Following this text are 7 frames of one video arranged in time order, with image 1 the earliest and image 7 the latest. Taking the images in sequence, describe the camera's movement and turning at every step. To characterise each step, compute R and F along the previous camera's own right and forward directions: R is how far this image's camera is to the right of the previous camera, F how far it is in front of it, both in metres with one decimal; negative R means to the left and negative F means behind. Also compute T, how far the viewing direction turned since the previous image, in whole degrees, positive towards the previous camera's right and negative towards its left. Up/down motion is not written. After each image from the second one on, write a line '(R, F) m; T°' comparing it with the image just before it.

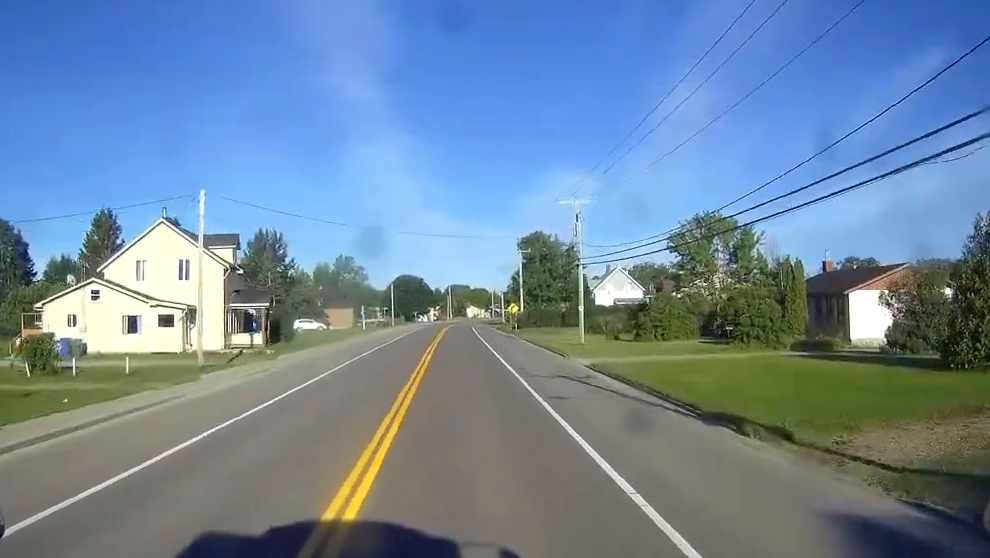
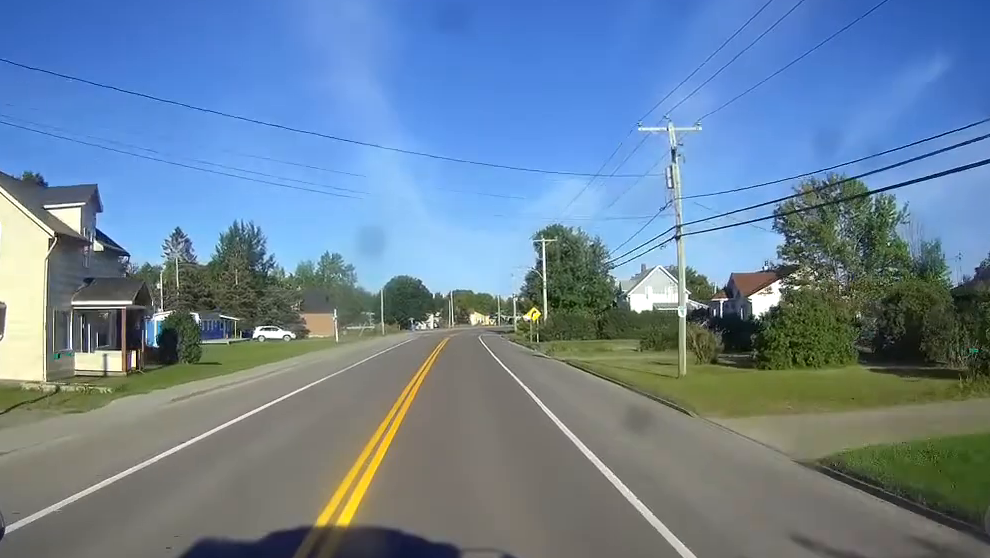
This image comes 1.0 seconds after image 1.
(0.0, +23.9) m; 0°
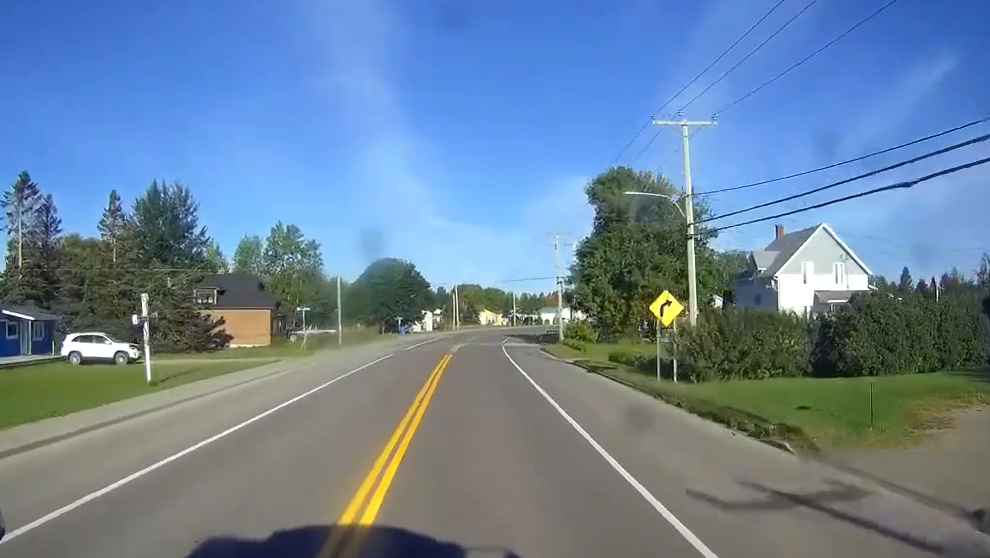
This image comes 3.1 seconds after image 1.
(-0.2, +46.9) m; 0°
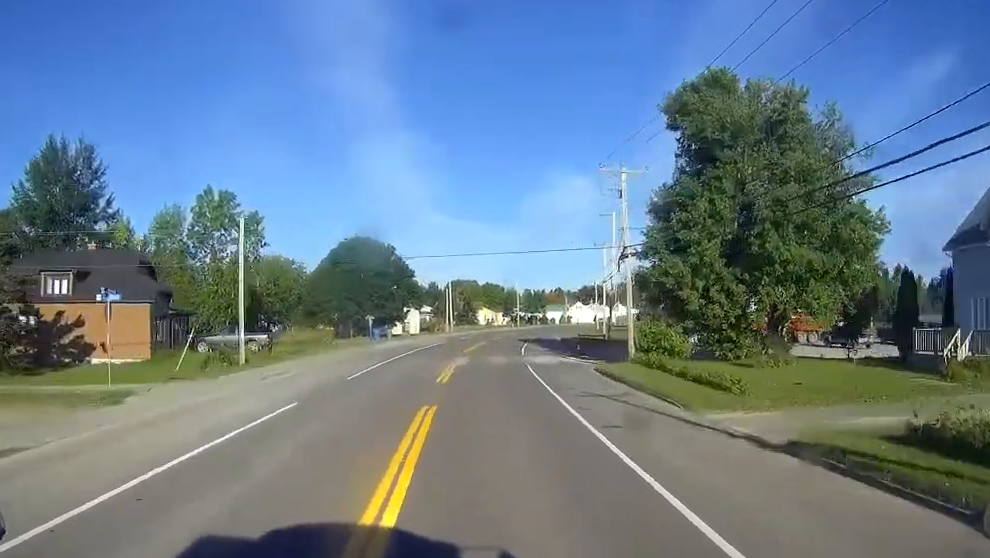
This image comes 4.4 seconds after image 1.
(+0.1, +30.8) m; +1°
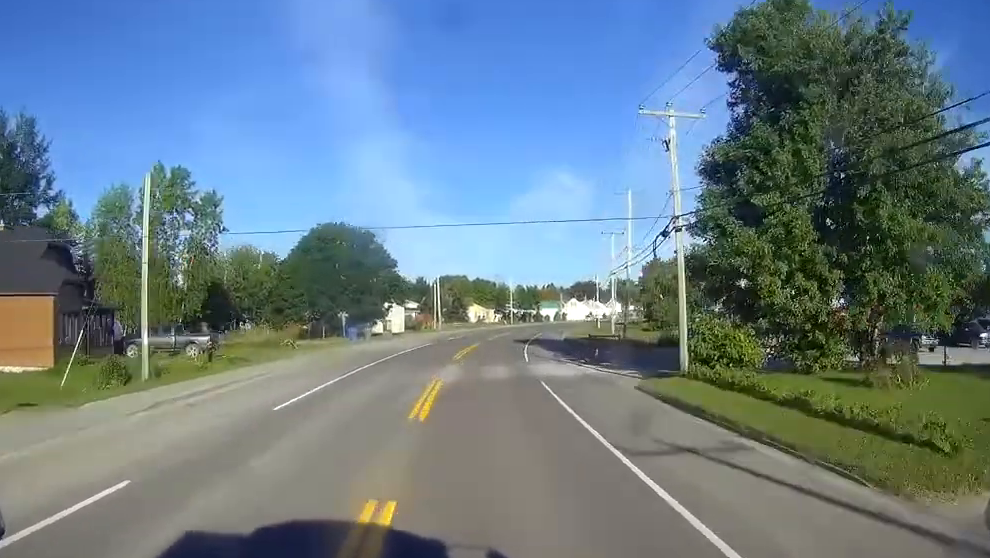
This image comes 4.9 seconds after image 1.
(0.0, +11.6) m; 0°
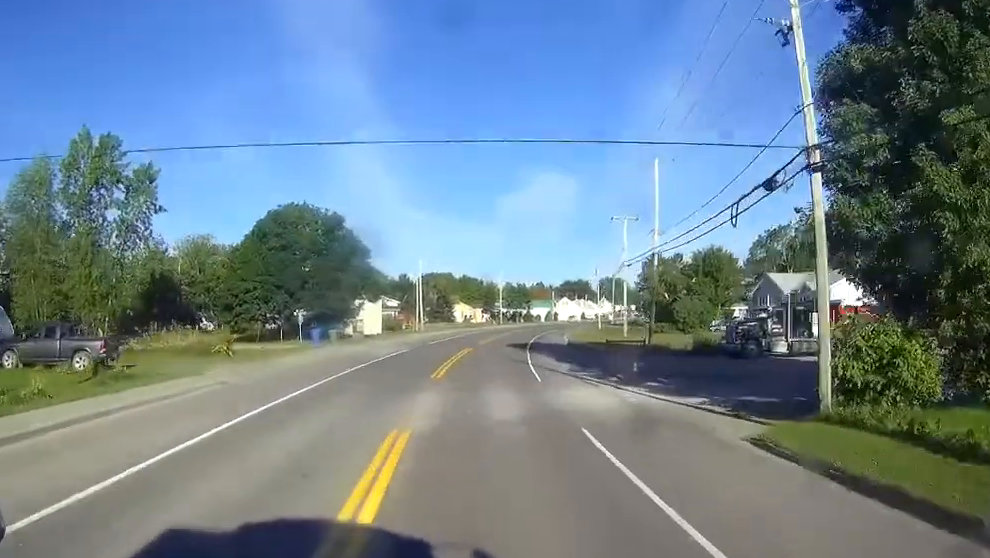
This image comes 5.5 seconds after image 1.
(0.0, +13.1) m; +1°
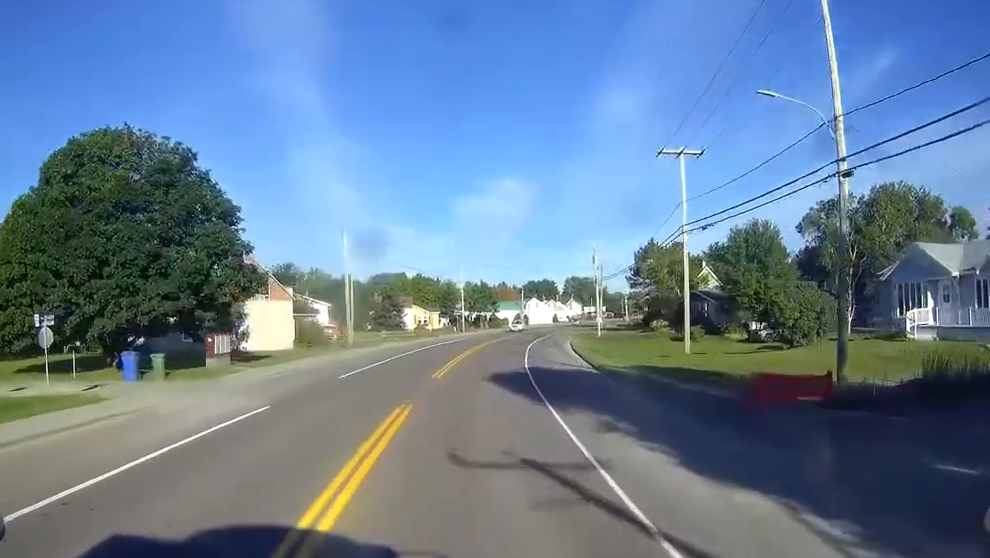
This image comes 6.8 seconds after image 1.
(+0.6, +30.7) m; +2°
